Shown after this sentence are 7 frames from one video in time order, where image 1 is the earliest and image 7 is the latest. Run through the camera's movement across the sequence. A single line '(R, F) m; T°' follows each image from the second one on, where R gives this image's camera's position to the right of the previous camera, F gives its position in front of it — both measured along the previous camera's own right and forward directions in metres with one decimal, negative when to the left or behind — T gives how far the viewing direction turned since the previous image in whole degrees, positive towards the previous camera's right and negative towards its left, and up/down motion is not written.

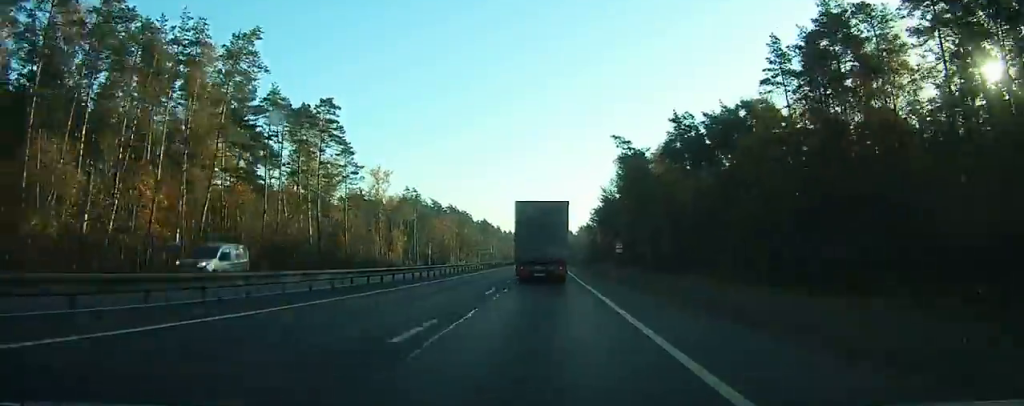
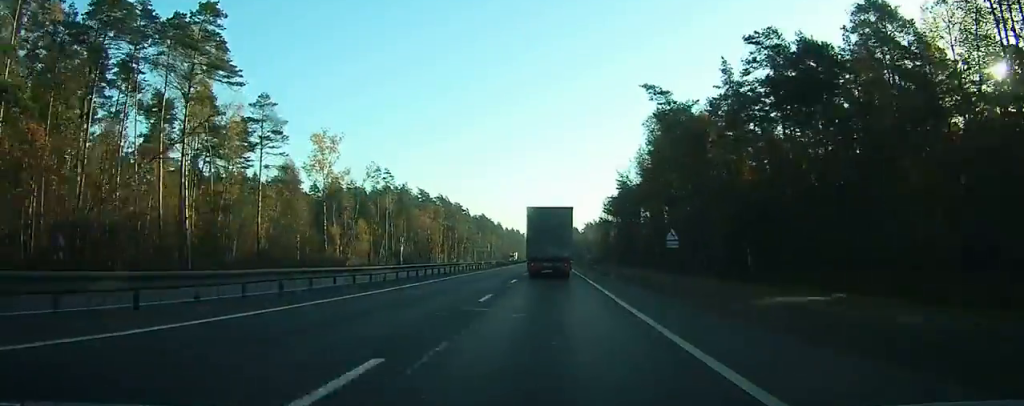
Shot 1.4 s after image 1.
(-0.1, +28.6) m; 0°
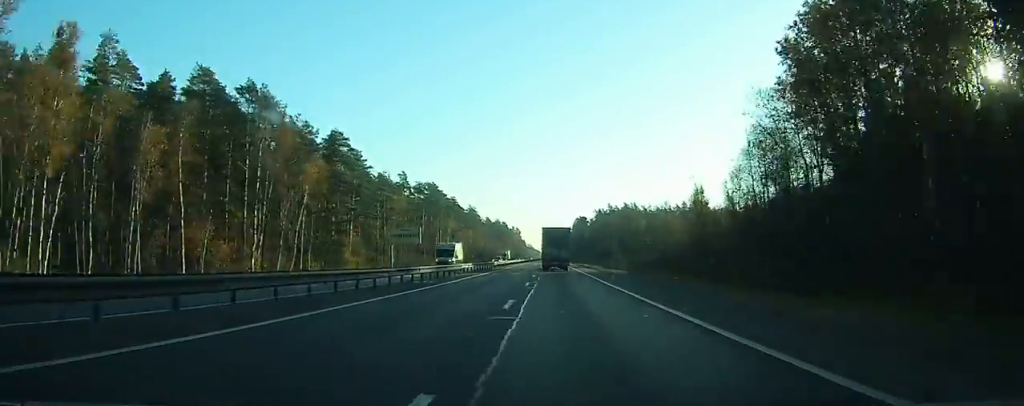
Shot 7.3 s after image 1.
(-0.3, +121.1) m; 0°
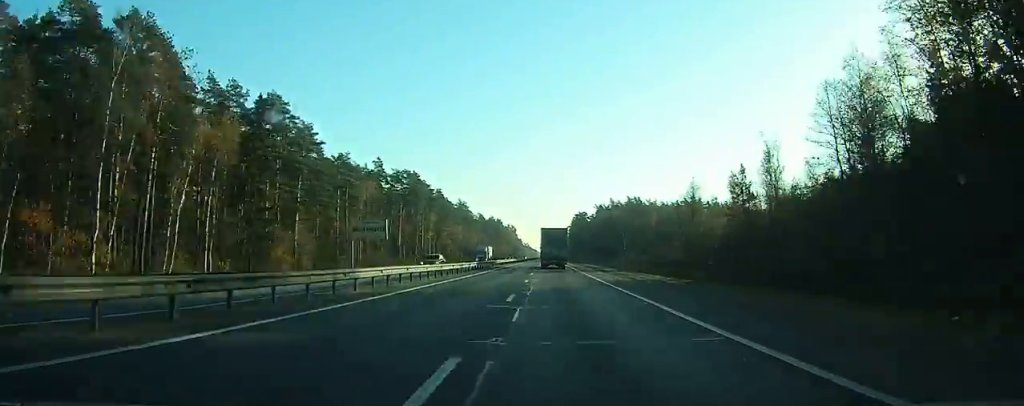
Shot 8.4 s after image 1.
(+0.1, +21.9) m; 0°
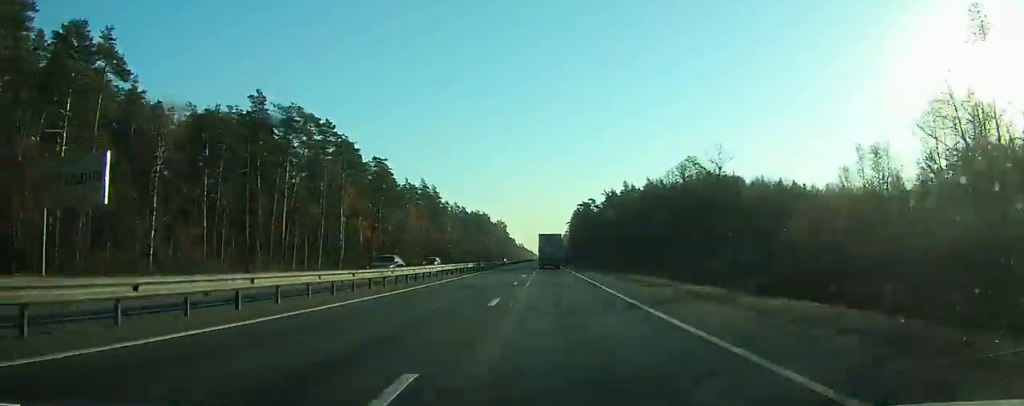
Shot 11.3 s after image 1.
(+0.3, +60.8) m; 0°
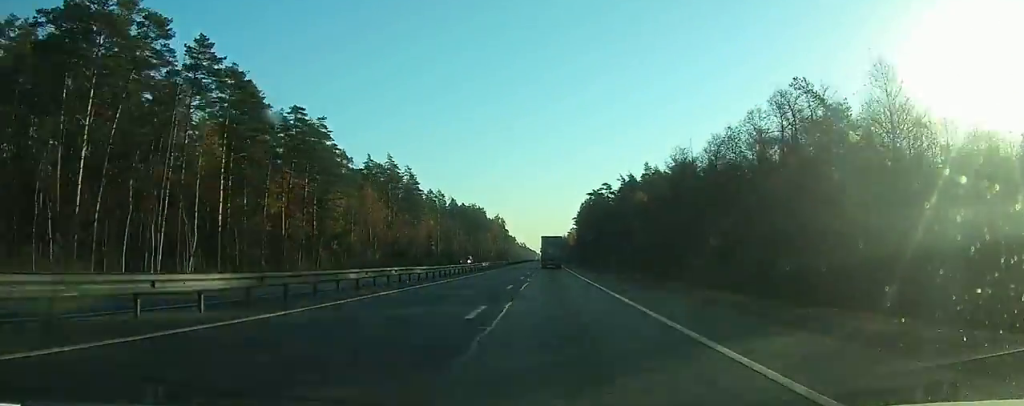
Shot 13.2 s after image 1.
(-0.1, +39.0) m; 0°
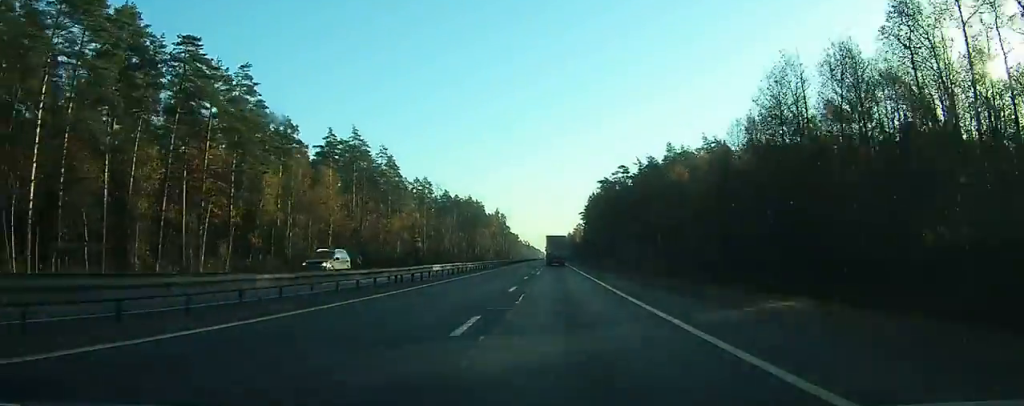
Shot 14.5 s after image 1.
(+0.1, +26.6) m; 0°
